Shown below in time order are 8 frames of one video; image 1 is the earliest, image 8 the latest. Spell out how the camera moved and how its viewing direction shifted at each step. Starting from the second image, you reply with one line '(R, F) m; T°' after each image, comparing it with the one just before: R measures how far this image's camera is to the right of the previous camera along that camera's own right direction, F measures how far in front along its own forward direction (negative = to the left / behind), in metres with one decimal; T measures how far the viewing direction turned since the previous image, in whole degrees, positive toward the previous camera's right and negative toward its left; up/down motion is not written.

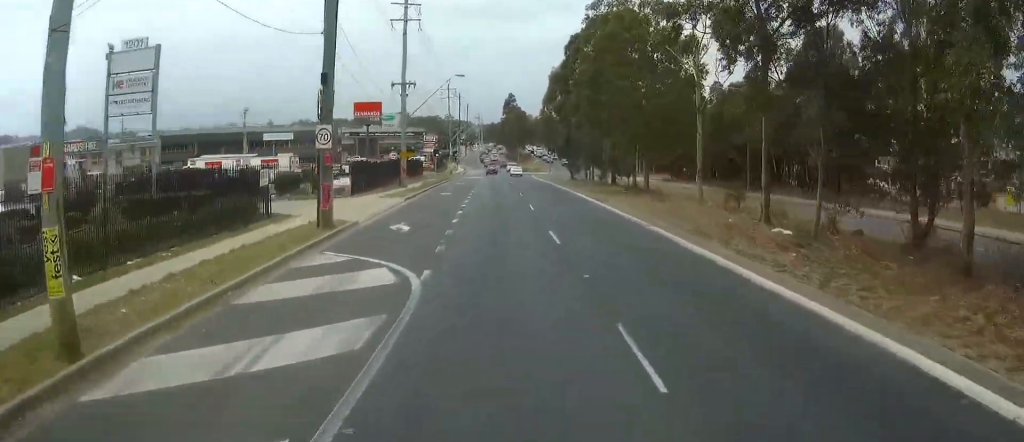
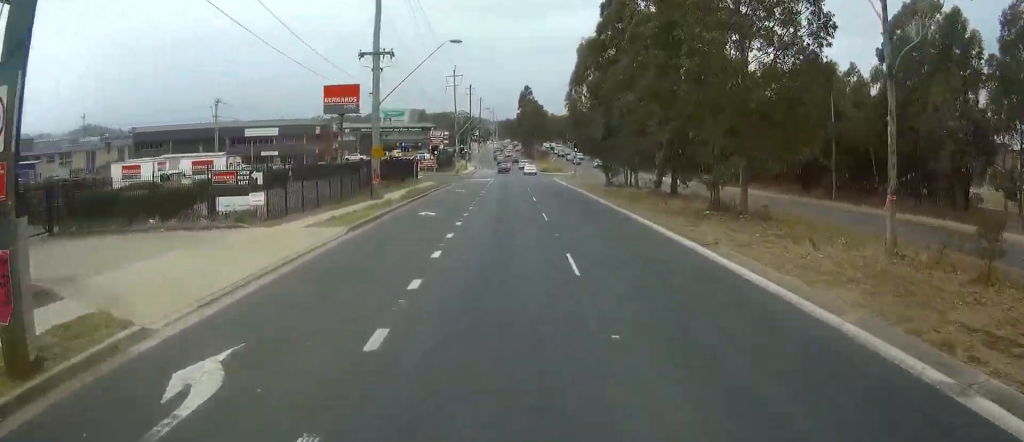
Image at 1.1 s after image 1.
(0.0, +17.5) m; 0°
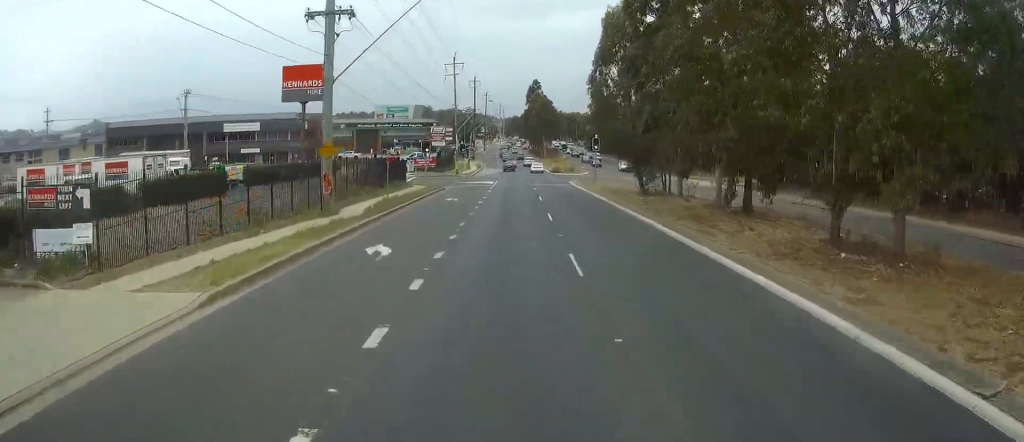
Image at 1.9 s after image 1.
(0.0, +12.5) m; 0°
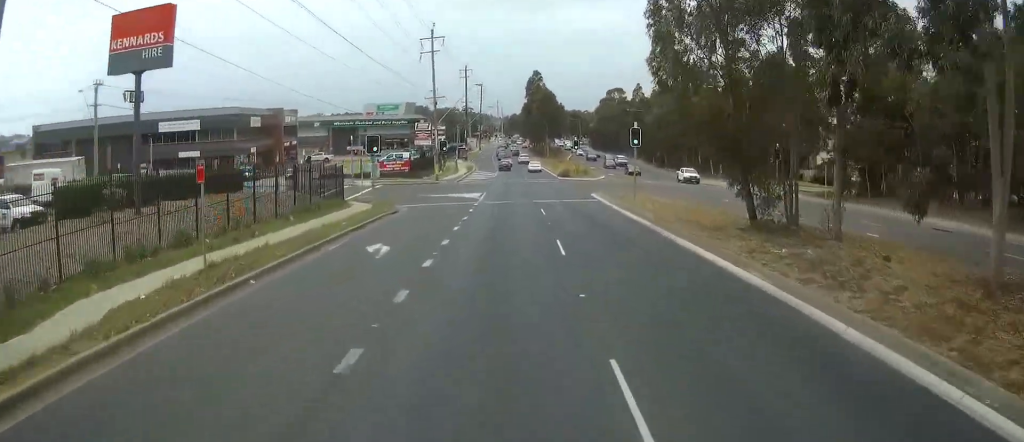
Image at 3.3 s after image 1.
(-0.3, +21.6) m; -2°
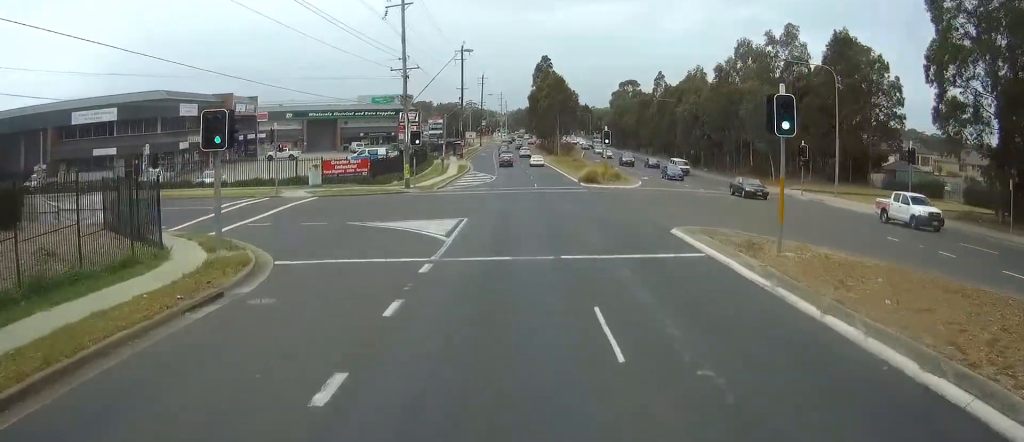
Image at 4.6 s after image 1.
(-0.2, +22.0) m; -2°
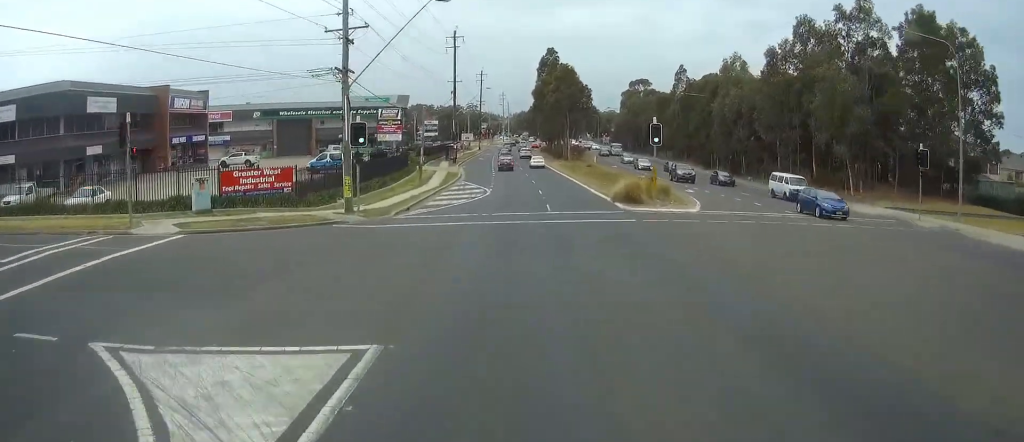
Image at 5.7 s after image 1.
(-0.3, +18.2) m; -1°
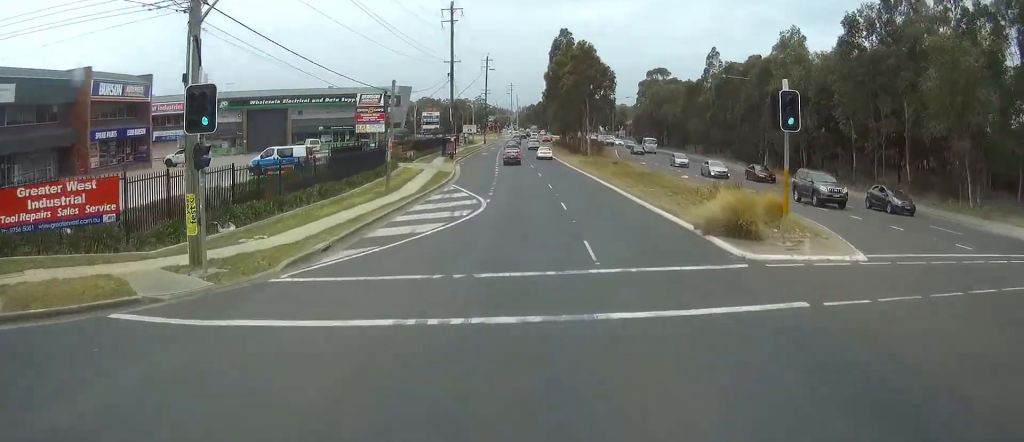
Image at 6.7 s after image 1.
(+0.1, +16.6) m; +1°
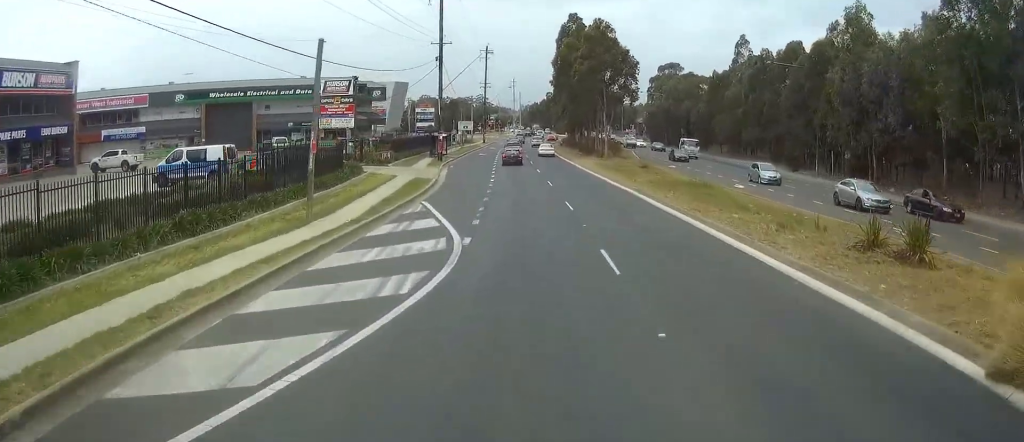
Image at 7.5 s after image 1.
(+0.2, +14.5) m; 0°
